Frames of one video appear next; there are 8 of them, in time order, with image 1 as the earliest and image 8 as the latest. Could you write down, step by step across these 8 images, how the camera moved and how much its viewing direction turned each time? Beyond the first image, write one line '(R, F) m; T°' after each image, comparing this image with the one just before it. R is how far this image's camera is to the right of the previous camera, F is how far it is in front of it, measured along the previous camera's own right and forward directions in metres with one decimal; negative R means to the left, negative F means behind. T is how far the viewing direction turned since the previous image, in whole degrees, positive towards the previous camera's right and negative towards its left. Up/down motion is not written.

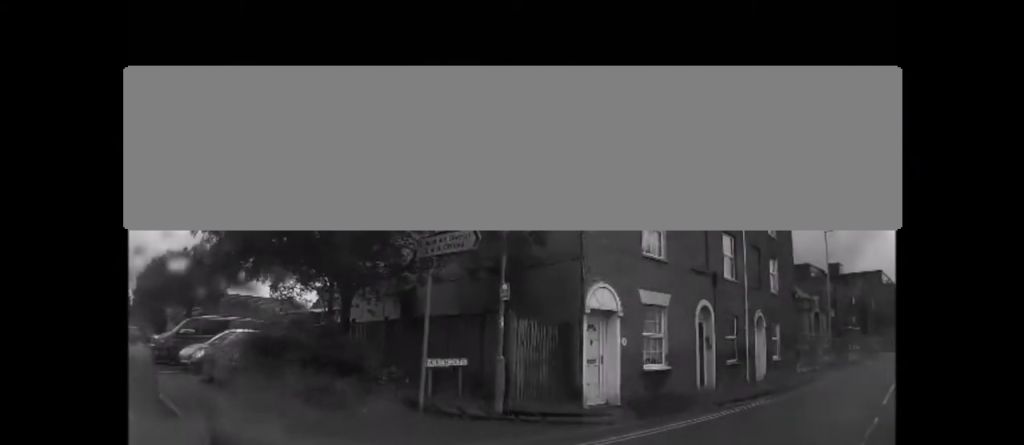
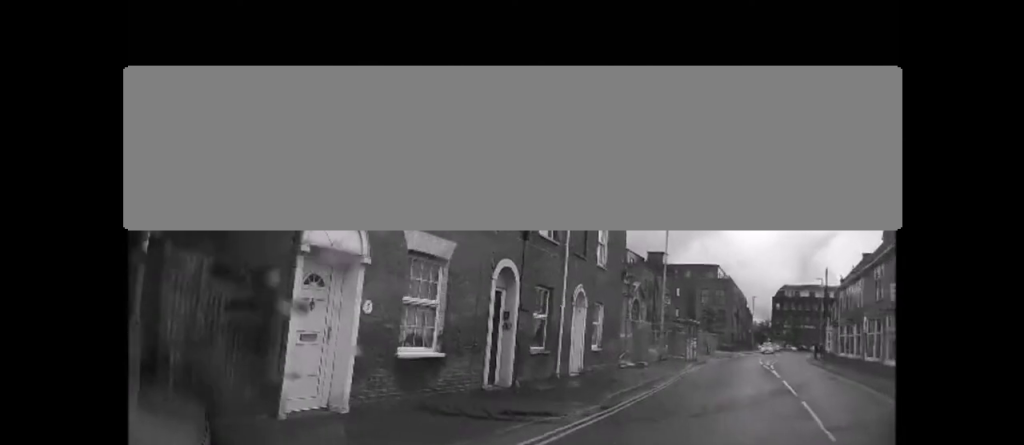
(+0.6, +4.1) m; +33°
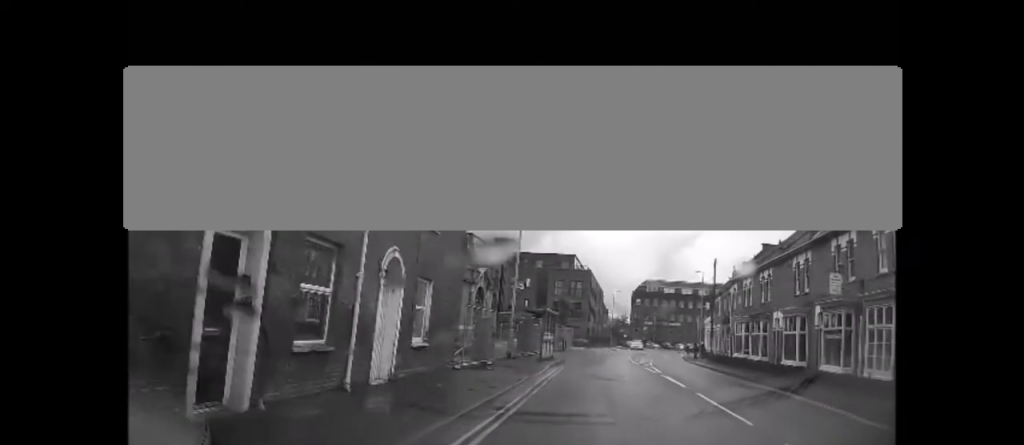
(+1.6, +4.9) m; +24°
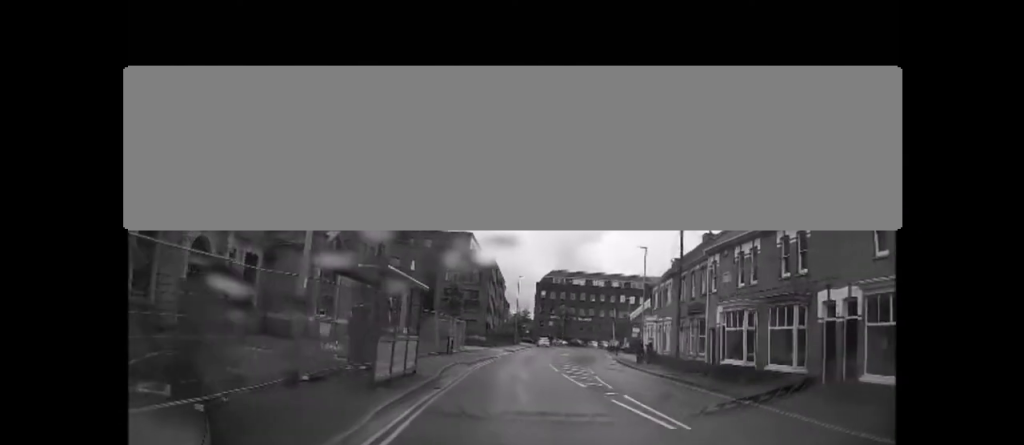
(+1.9, +12.8) m; +11°
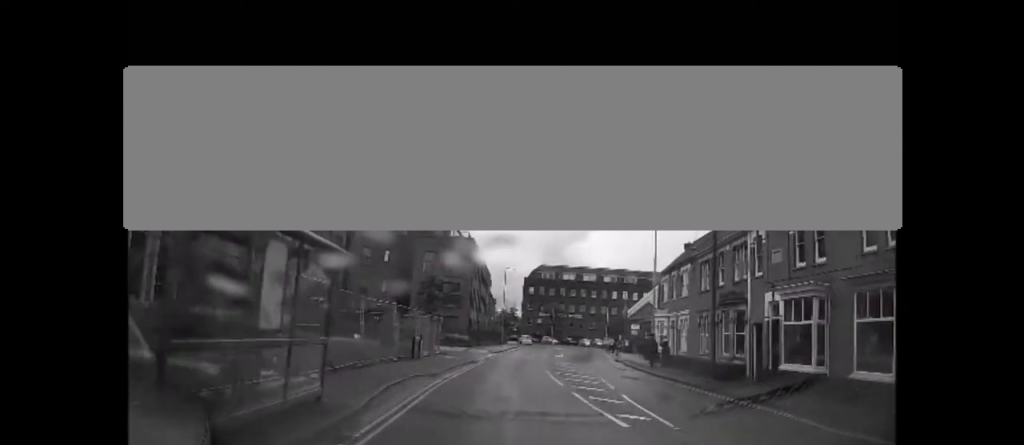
(0.0, +6.0) m; -1°
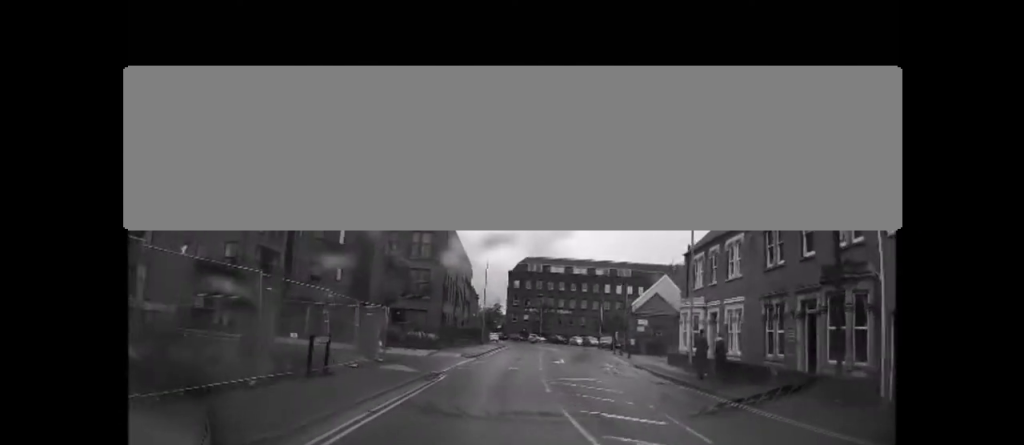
(-0.1, +9.0) m; +1°
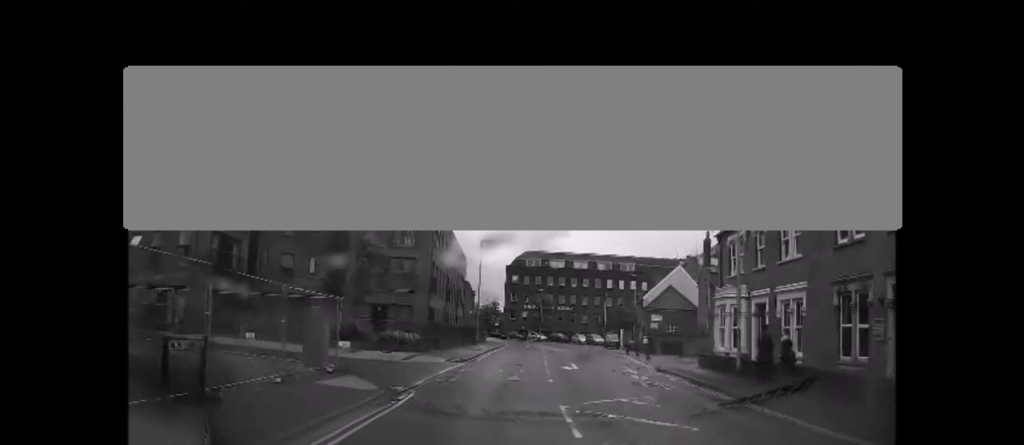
(+0.2, +5.4) m; +2°
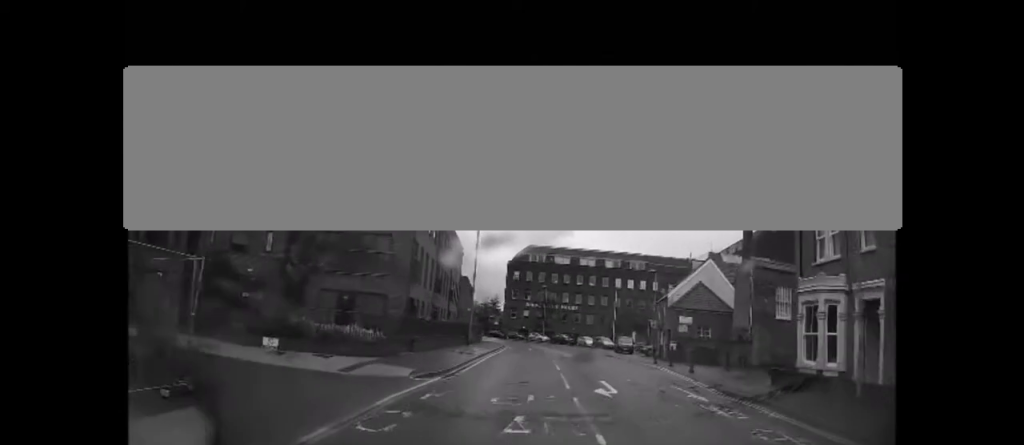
(+0.2, +7.1) m; +1°
